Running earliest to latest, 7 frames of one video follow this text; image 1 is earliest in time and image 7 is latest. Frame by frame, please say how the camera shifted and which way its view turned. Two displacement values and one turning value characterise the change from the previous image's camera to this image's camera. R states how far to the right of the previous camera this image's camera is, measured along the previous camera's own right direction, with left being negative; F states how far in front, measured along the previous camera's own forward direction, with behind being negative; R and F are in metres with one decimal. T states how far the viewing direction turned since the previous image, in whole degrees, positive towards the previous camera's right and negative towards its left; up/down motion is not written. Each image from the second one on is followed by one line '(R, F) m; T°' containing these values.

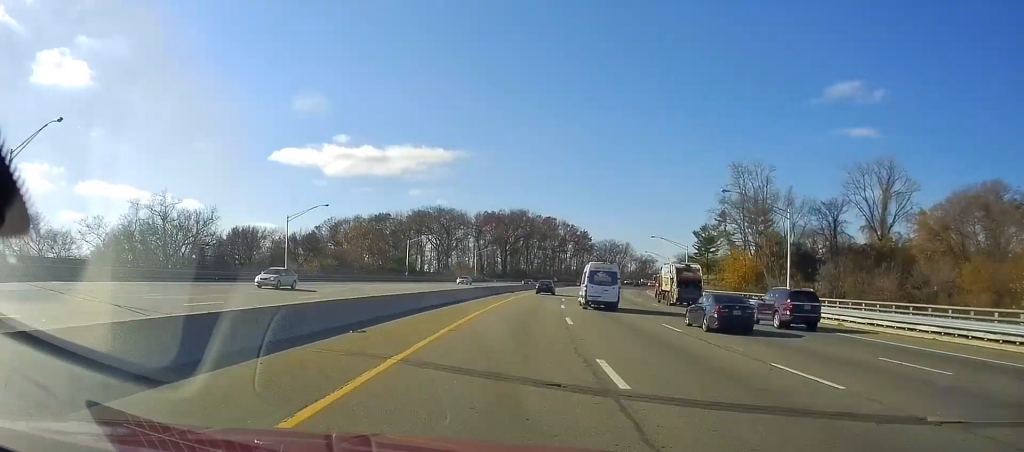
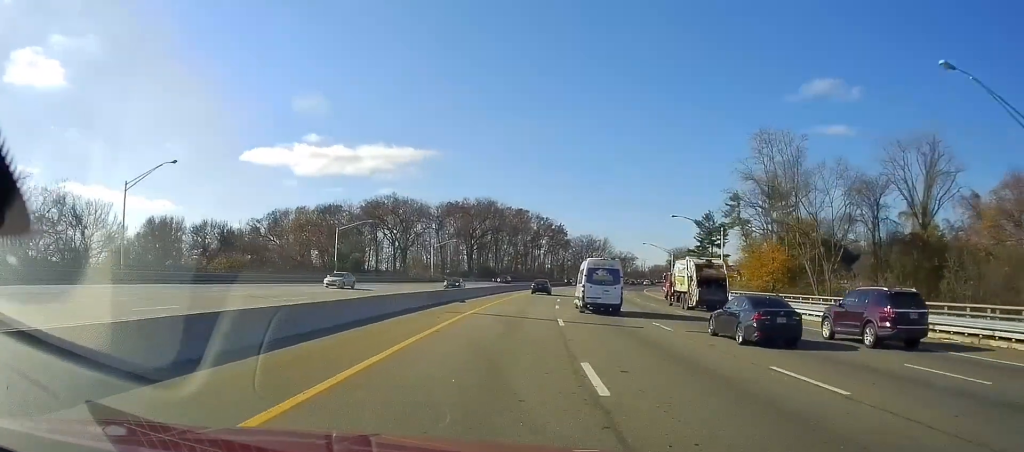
(+0.6, +26.0) m; +4°
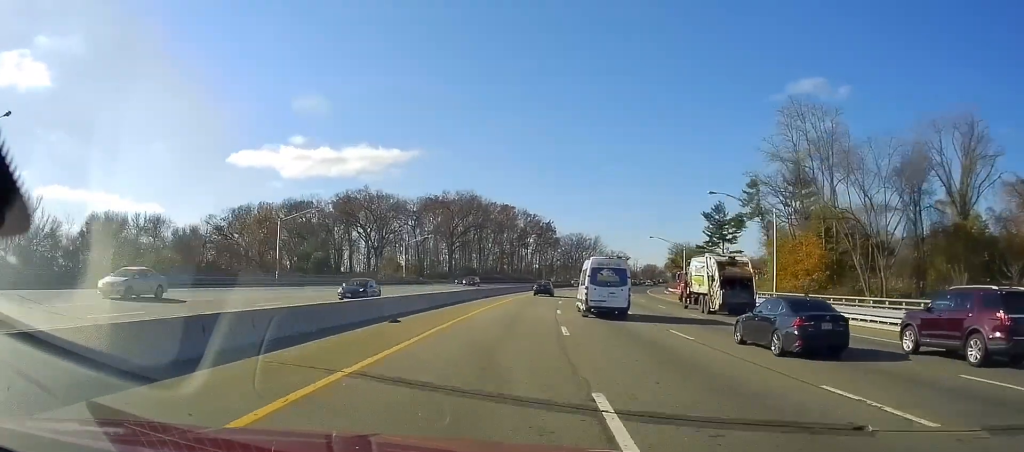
(+0.7, +15.7) m; +2°
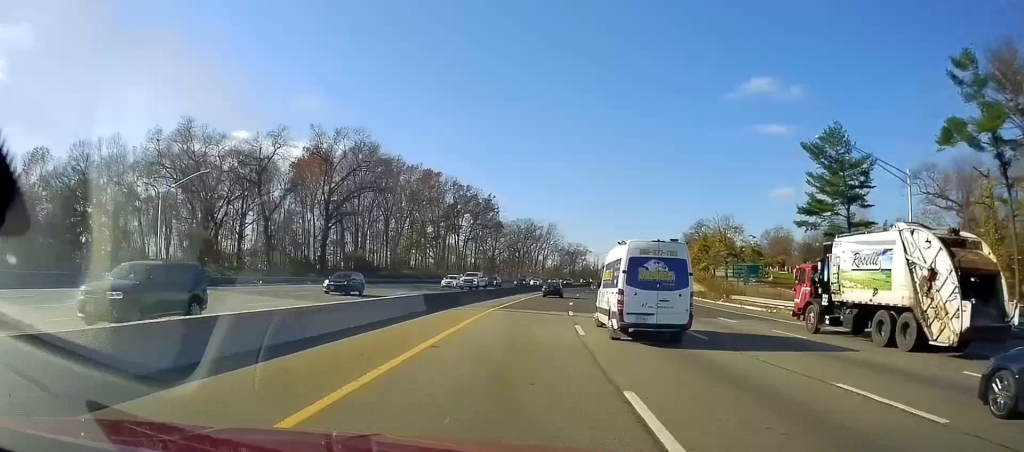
(+3.0, +62.1) m; +5°
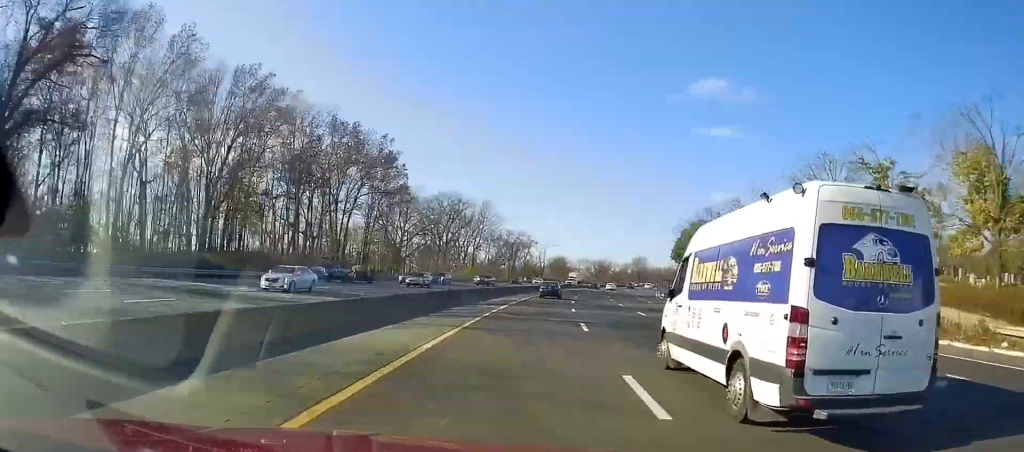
(+3.2, +59.4) m; +8°
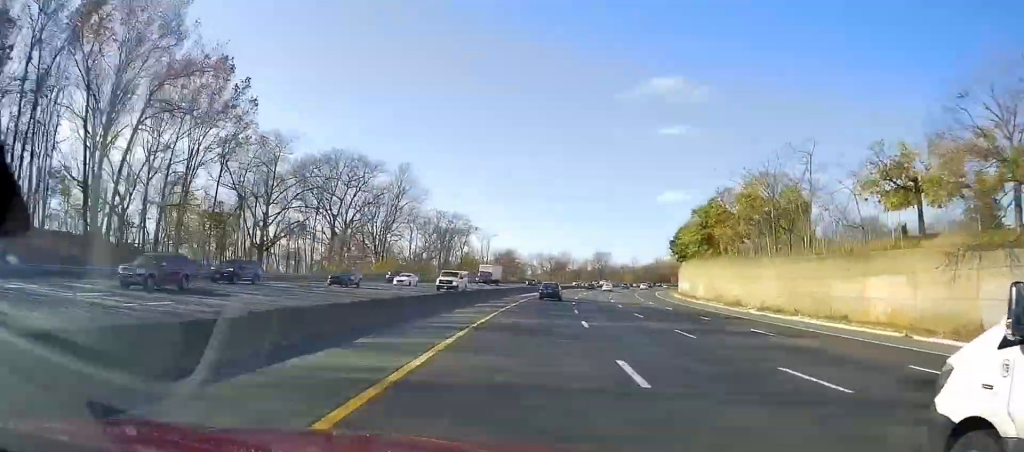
(+3.4, +54.2) m; +5°
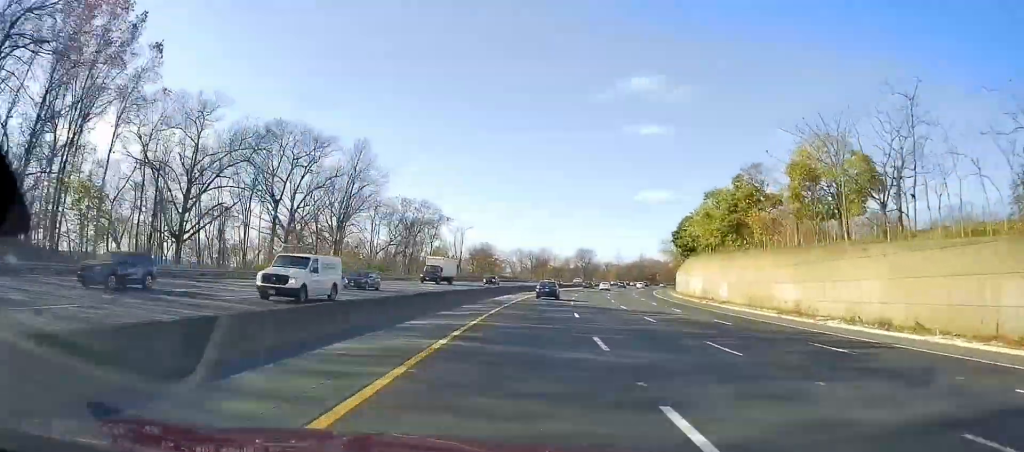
(+0.1, +19.5) m; +1°
